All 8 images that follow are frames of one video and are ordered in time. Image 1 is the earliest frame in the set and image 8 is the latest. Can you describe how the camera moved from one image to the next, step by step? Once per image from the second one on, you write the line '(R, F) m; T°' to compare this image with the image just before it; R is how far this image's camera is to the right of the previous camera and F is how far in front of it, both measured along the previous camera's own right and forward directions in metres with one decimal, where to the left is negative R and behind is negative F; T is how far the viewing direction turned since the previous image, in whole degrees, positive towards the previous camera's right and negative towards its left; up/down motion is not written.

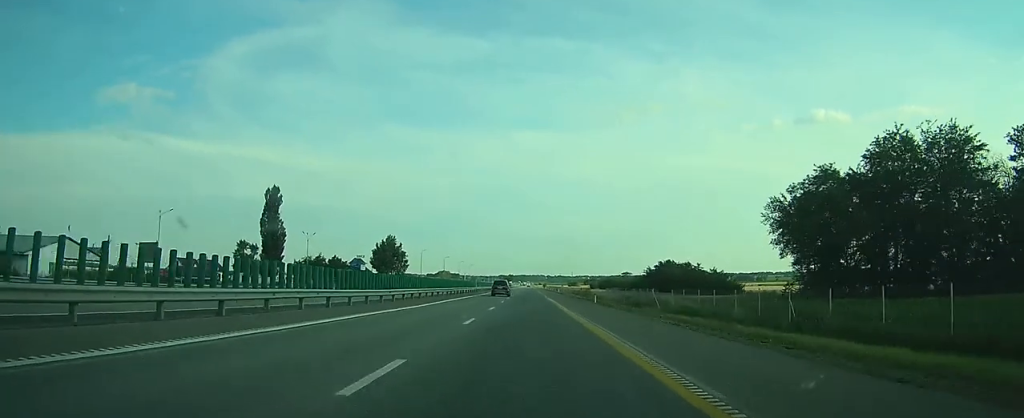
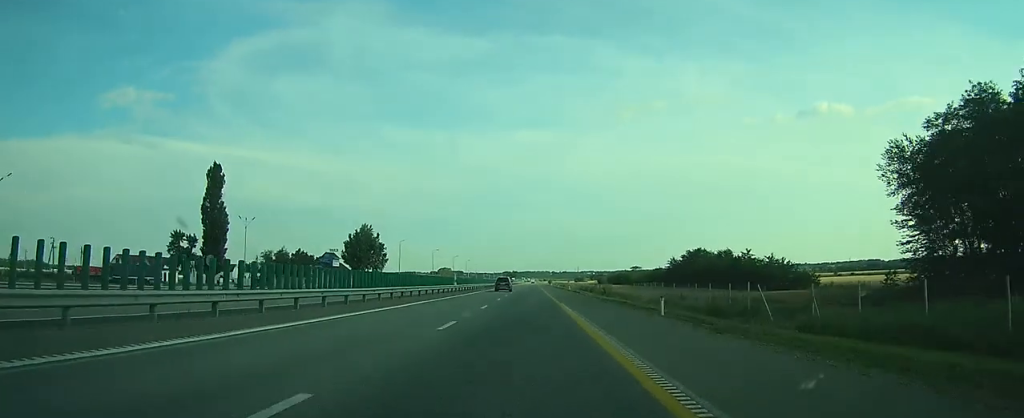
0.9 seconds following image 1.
(+0.1, +27.2) m; 0°
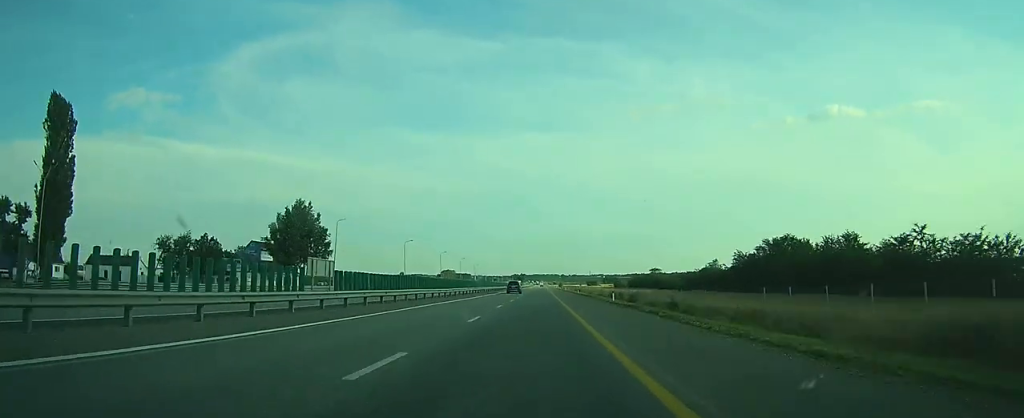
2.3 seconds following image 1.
(0.0, +43.7) m; 0°
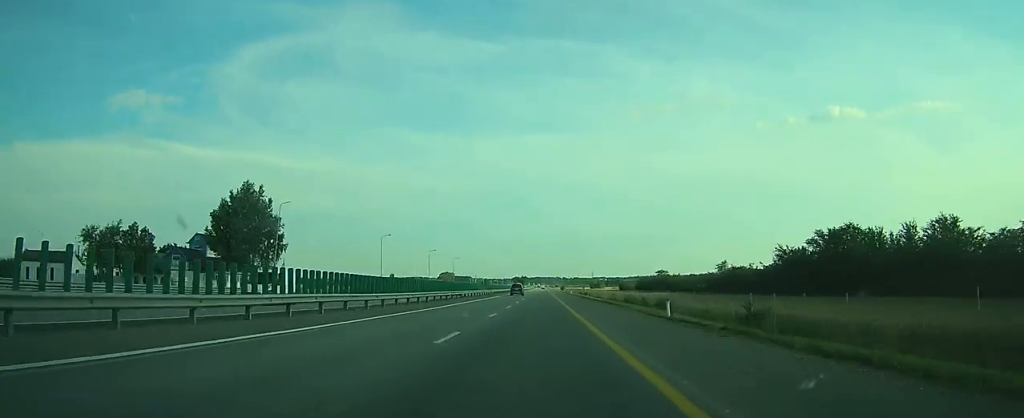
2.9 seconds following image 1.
(-0.1, +18.7) m; 0°
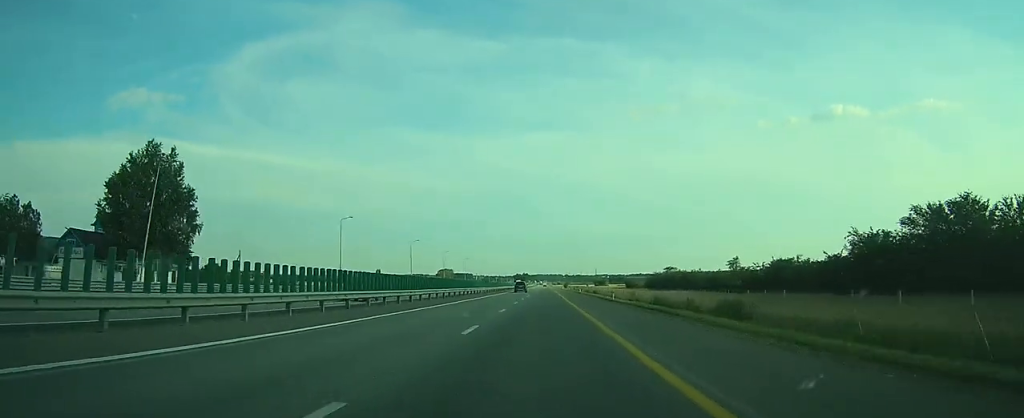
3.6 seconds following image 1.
(-0.1, +21.8) m; 0°
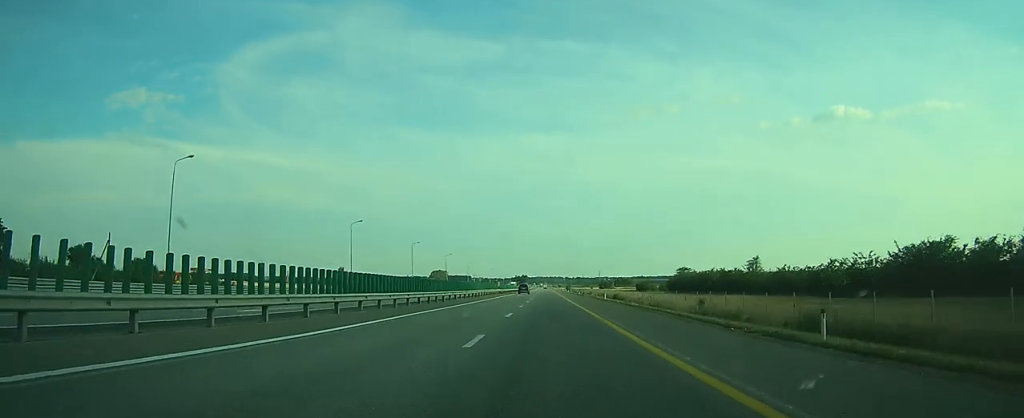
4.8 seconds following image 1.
(-0.2, +38.4) m; 0°
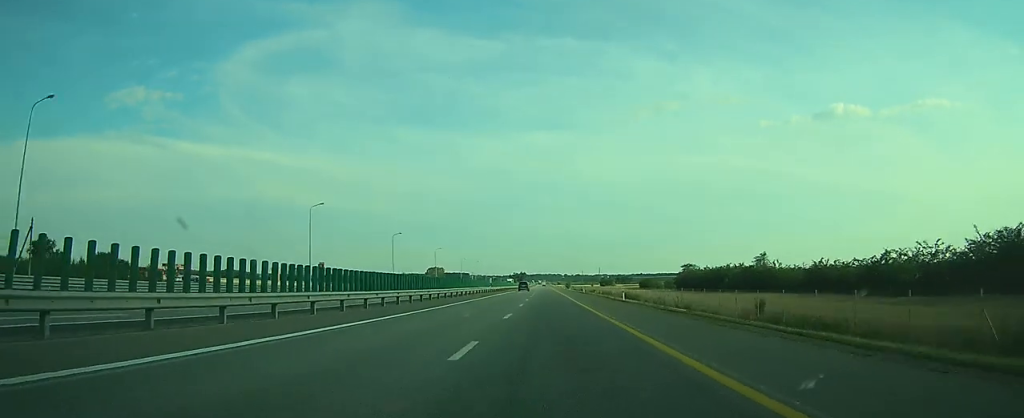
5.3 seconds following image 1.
(0.0, +14.6) m; 0°
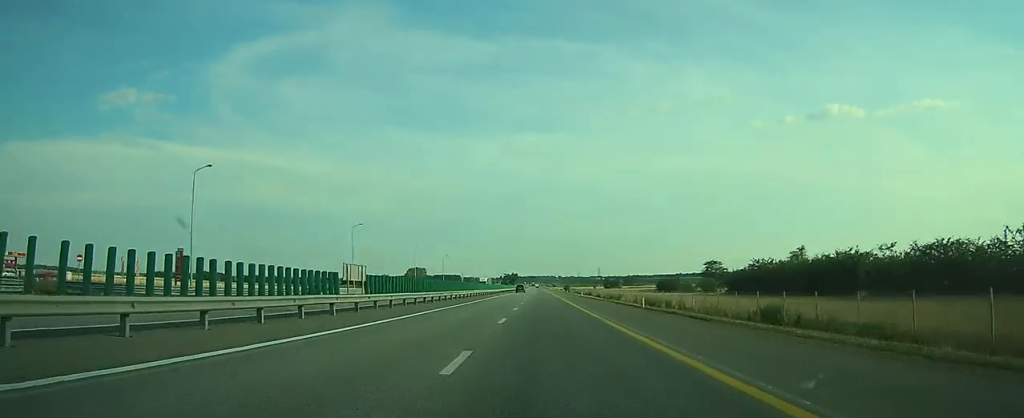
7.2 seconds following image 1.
(+0.3, +60.9) m; 0°
